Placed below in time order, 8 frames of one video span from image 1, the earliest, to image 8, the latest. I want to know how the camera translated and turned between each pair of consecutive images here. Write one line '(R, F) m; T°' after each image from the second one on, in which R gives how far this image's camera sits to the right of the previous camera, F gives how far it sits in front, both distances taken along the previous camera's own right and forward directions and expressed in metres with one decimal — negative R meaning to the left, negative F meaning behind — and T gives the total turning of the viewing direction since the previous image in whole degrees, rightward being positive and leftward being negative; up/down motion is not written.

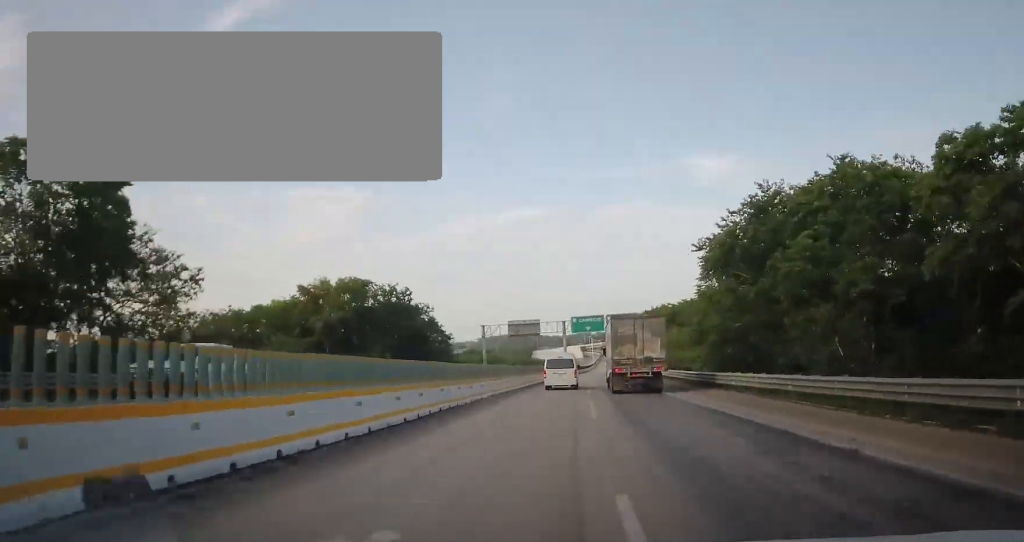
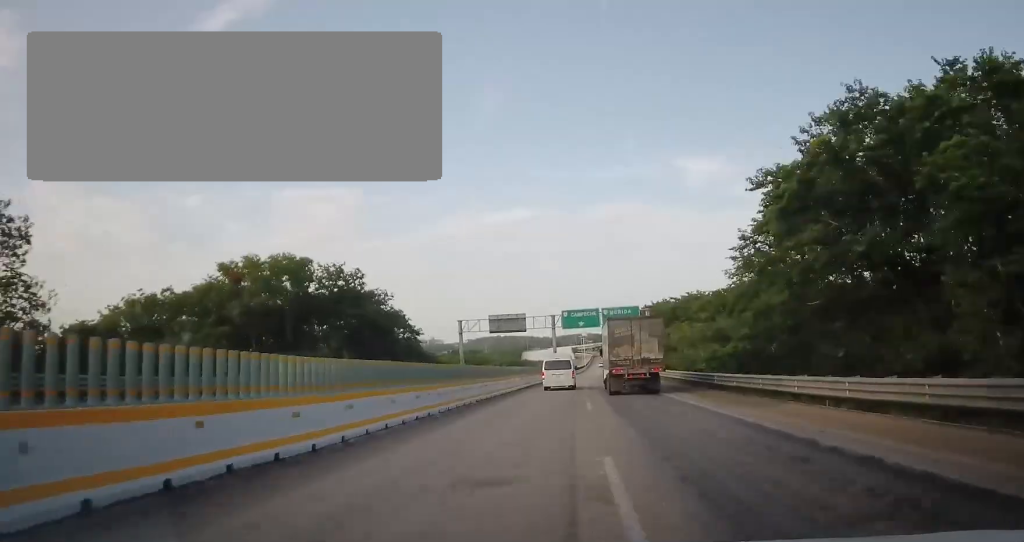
(-0.1, +12.4) m; 0°
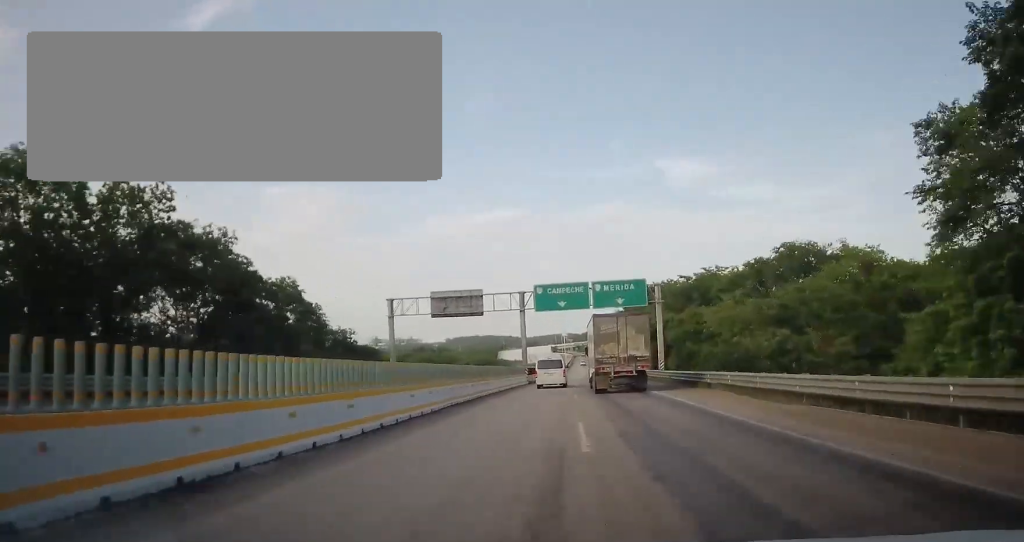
(+0.6, +24.7) m; +2°
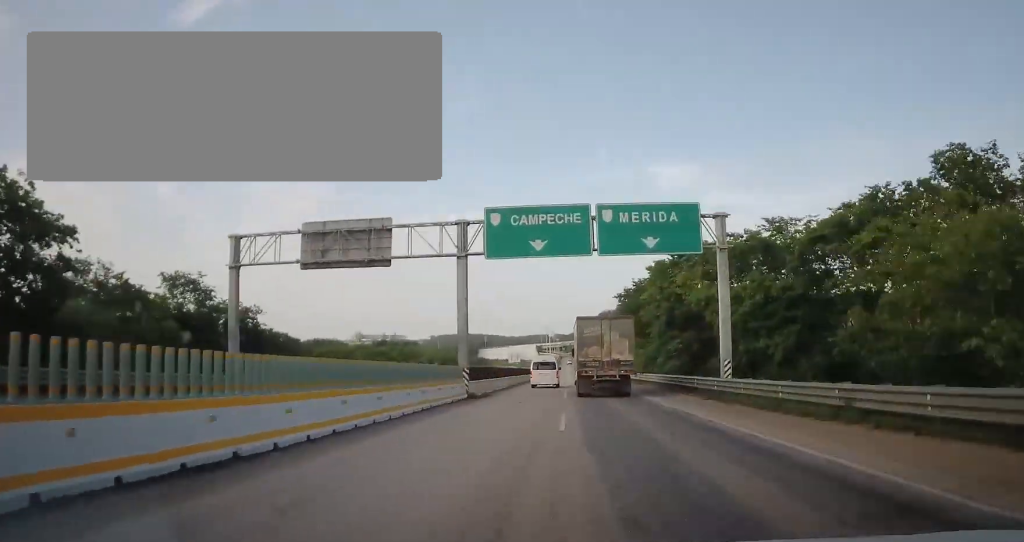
(+0.5, +27.1) m; +2°
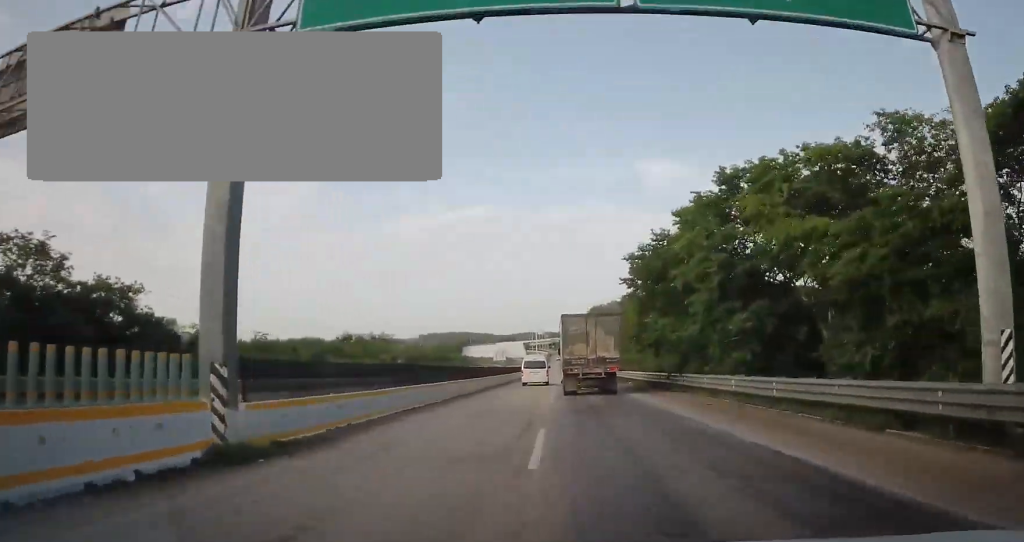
(+0.4, +20.3) m; +1°
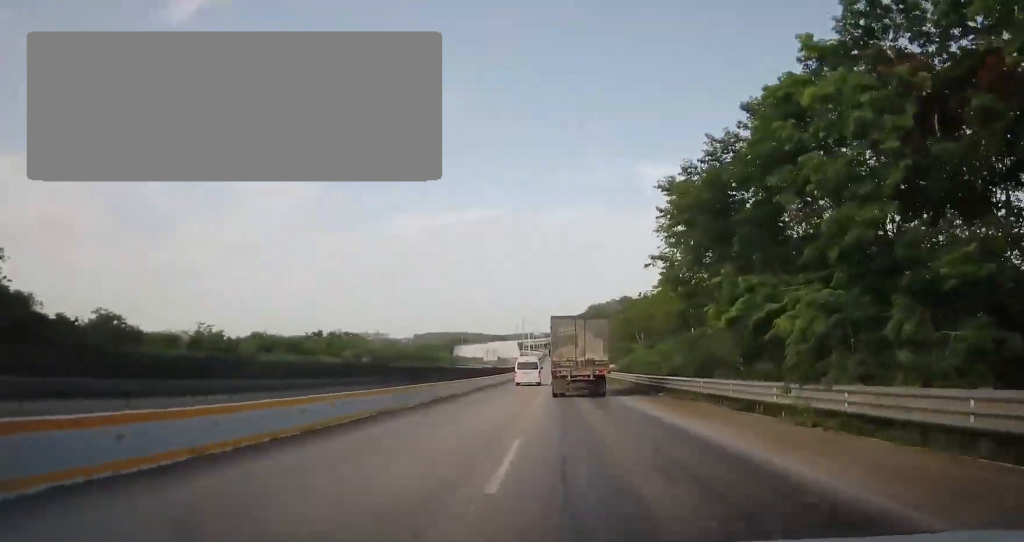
(-0.1, +16.6) m; 0°
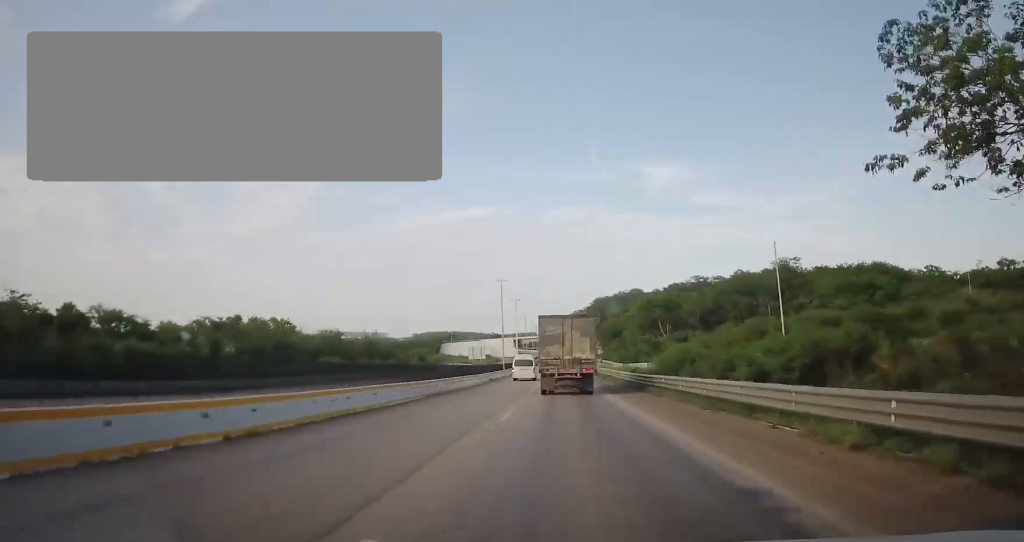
(+0.4, +37.0) m; +1°
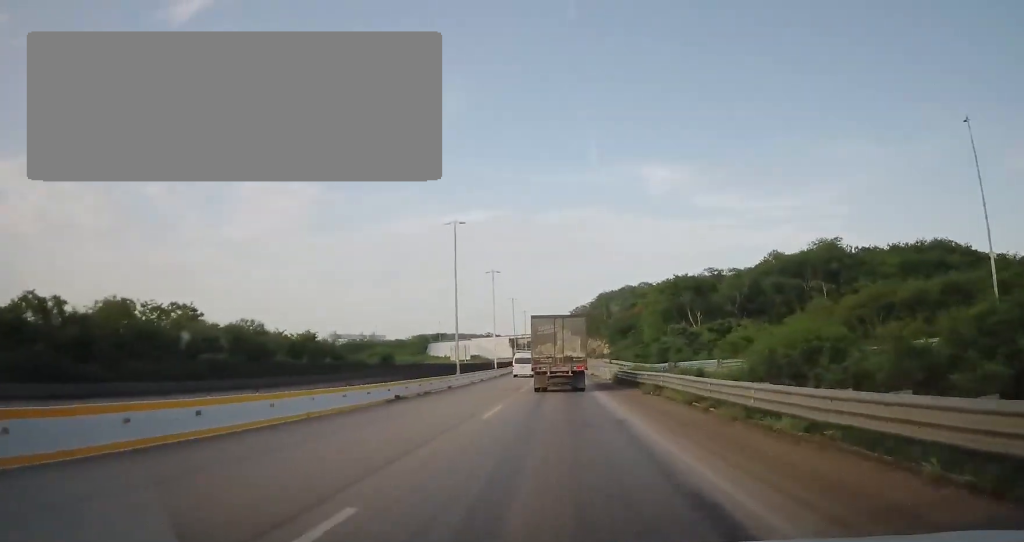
(-0.4, +29.0) m; -1°
